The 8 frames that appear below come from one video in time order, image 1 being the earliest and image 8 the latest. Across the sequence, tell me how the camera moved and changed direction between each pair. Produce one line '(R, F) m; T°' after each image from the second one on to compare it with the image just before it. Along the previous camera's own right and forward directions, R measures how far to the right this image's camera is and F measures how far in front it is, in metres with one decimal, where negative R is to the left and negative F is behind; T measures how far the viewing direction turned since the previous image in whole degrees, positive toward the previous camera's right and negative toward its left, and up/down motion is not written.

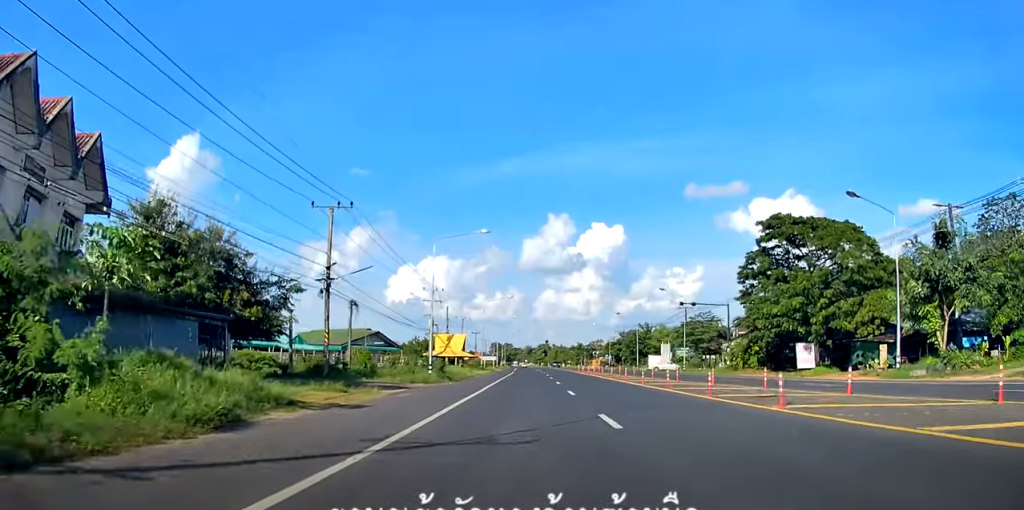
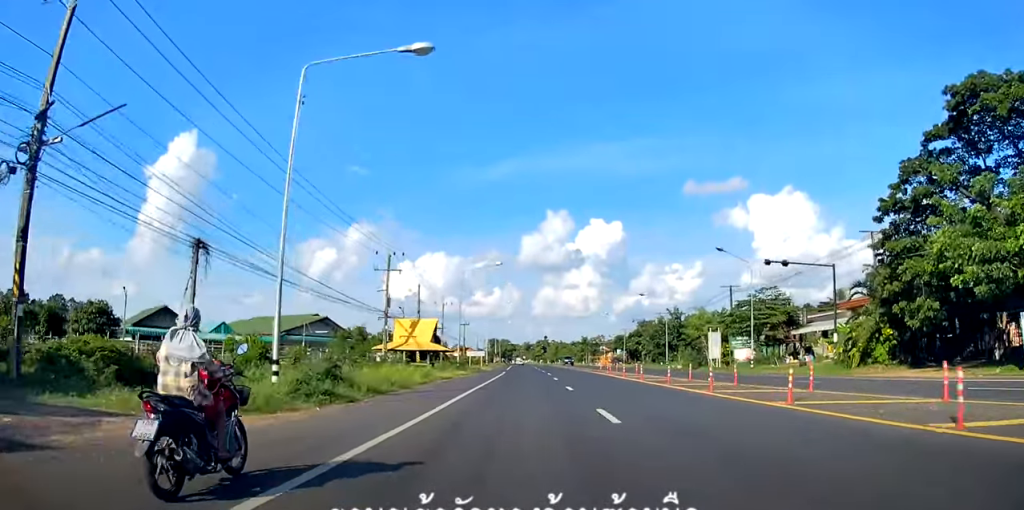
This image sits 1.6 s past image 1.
(+0.4, +24.0) m; 0°
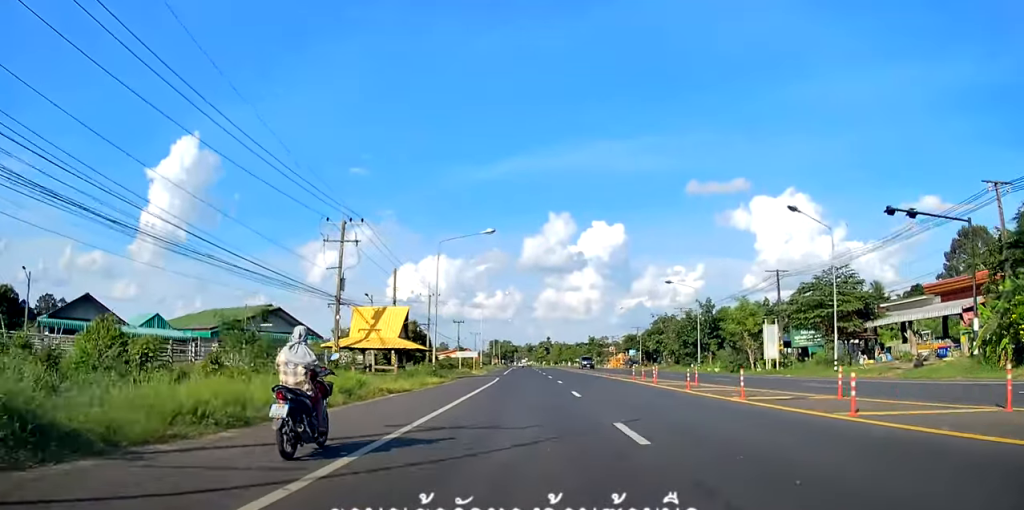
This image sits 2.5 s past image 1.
(-0.5, +14.7) m; -1°
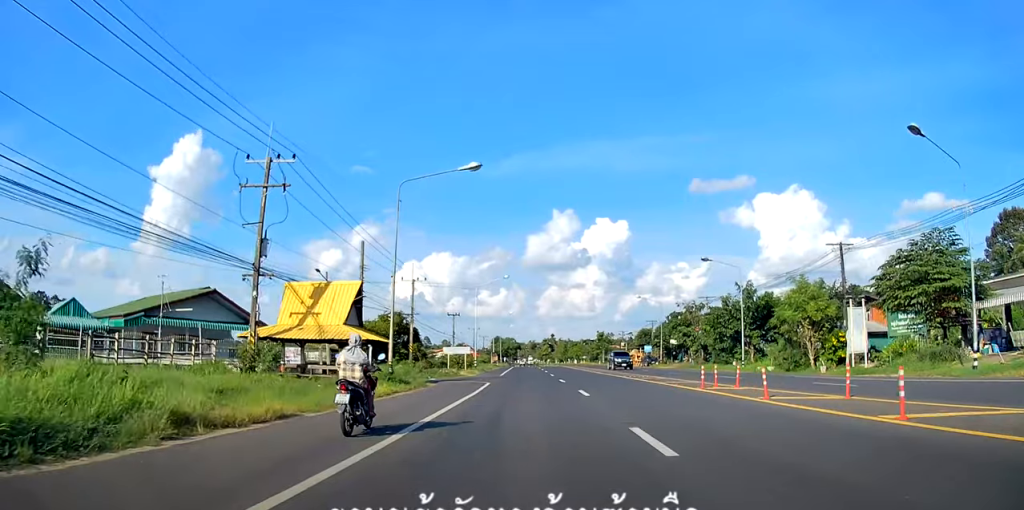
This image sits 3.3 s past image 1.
(+0.2, +12.8) m; +1°
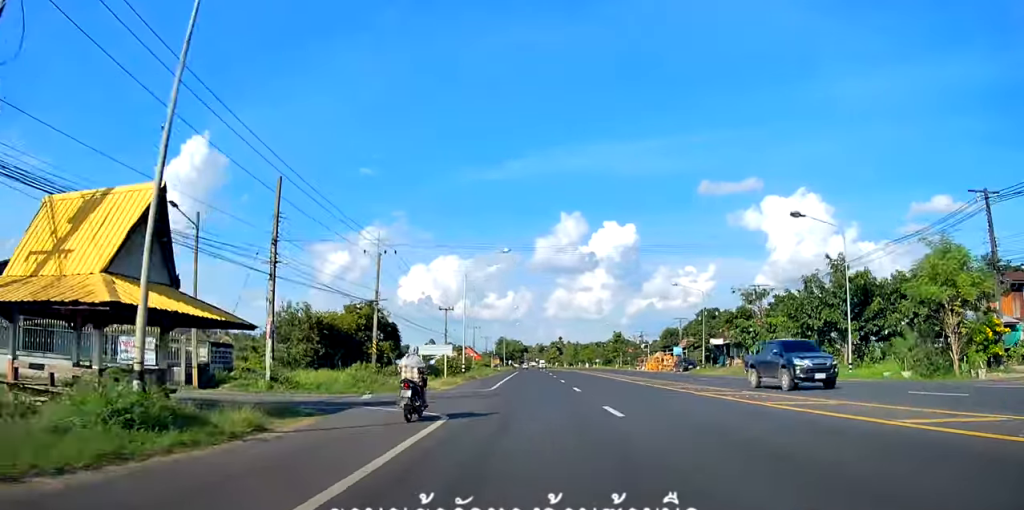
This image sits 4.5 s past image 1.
(0.0, +18.6) m; 0°
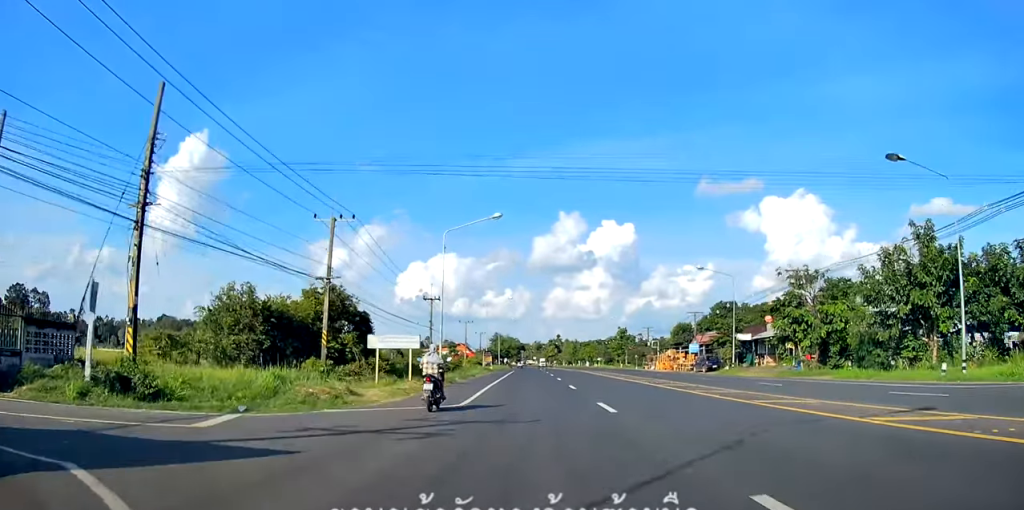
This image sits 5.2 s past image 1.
(0.0, +11.7) m; -1°
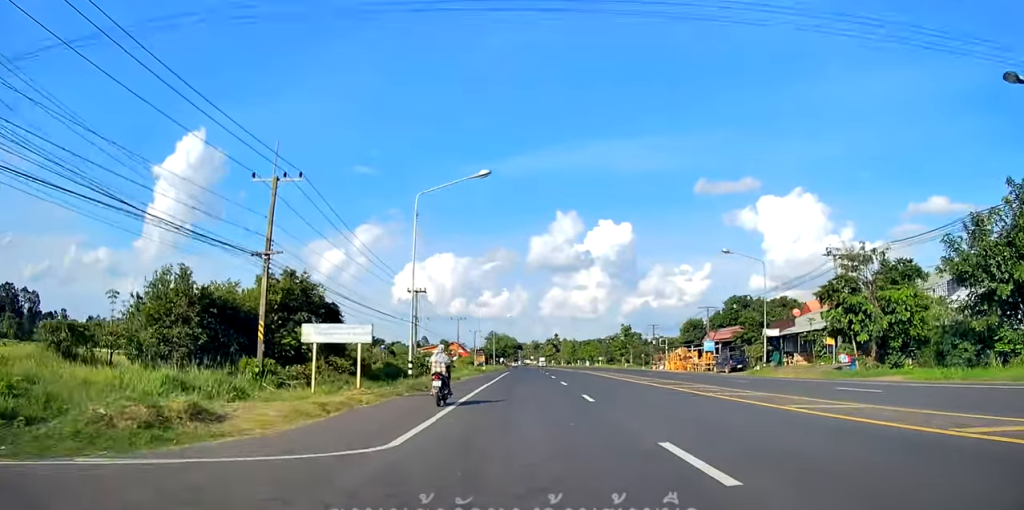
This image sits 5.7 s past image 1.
(0.0, +8.5) m; -1°
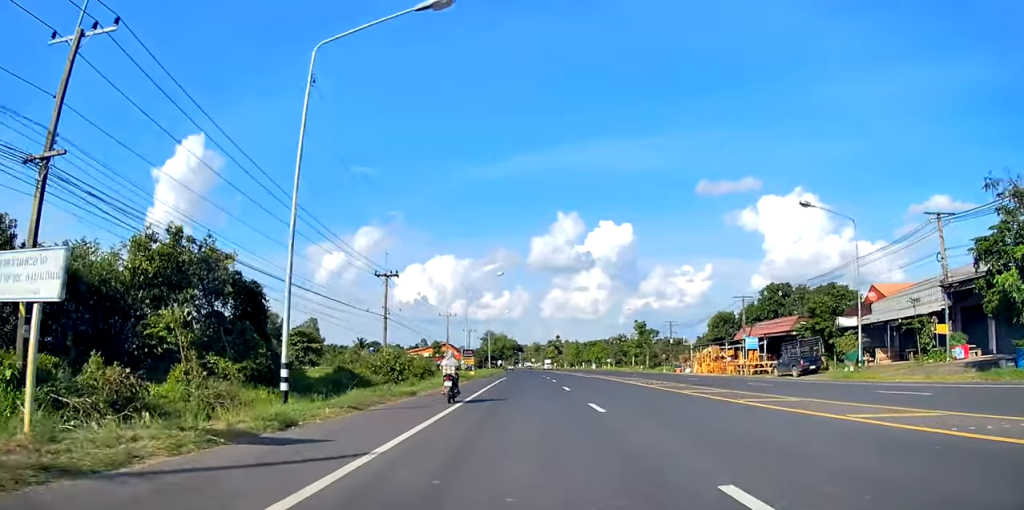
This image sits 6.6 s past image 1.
(-0.3, +14.9) m; 0°
